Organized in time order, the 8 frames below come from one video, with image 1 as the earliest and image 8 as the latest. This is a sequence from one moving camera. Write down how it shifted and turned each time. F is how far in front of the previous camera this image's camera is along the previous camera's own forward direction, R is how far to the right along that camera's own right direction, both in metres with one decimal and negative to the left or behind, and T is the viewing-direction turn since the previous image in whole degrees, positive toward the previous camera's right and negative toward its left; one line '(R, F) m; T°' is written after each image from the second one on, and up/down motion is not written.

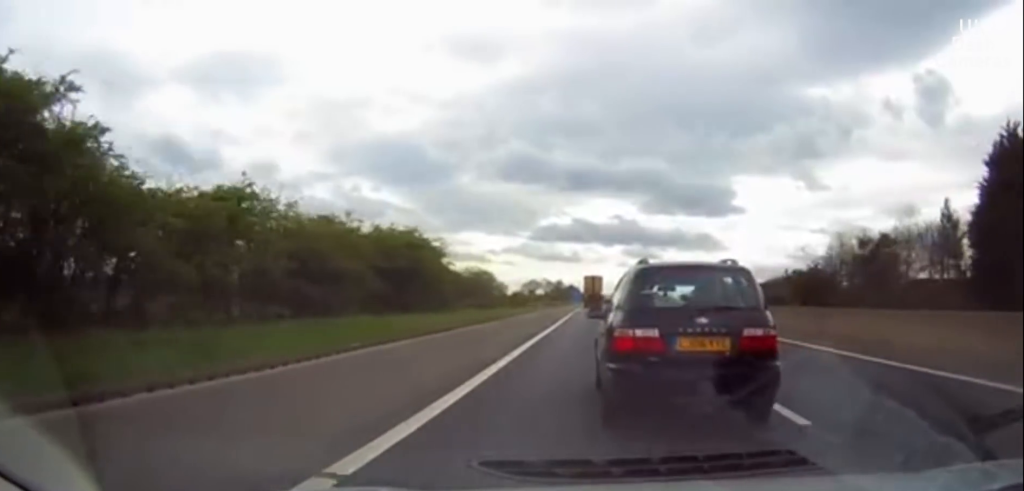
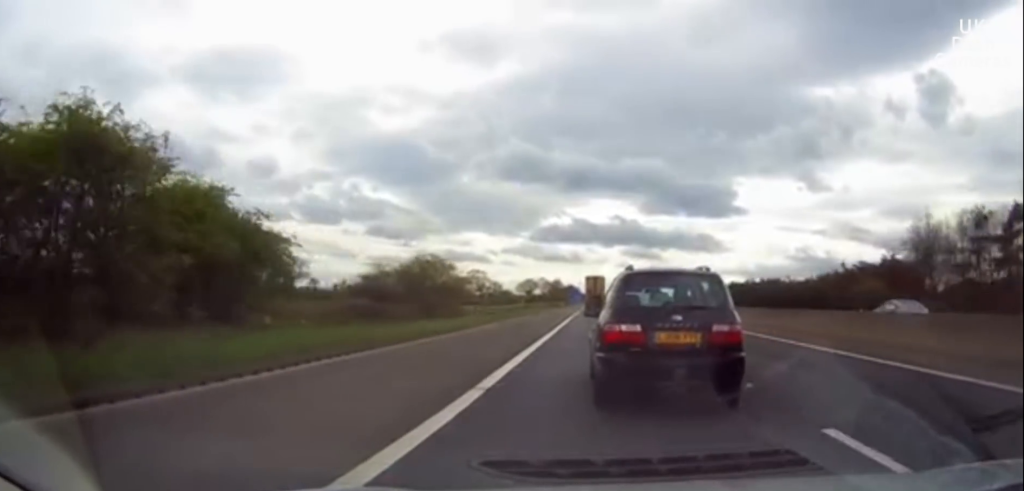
(0.0, +30.1) m; 0°
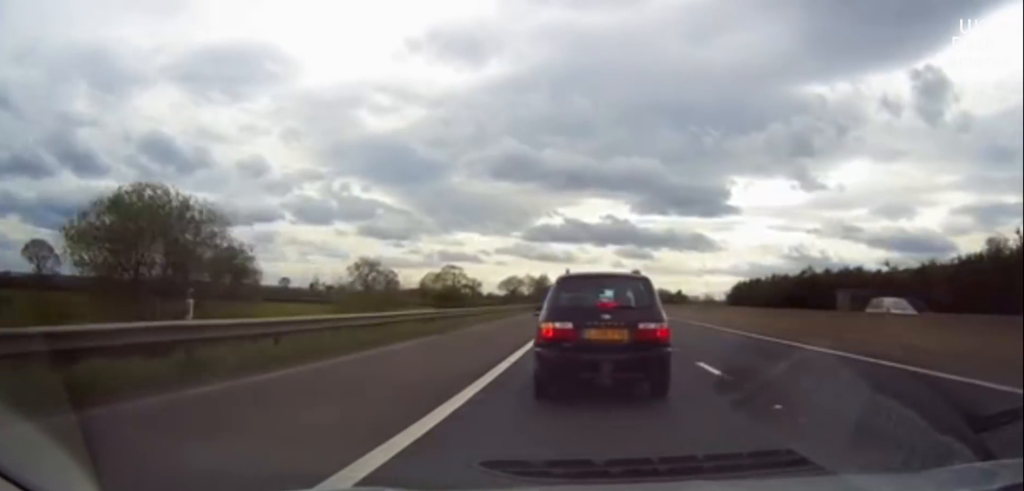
(+0.4, +46.9) m; +1°
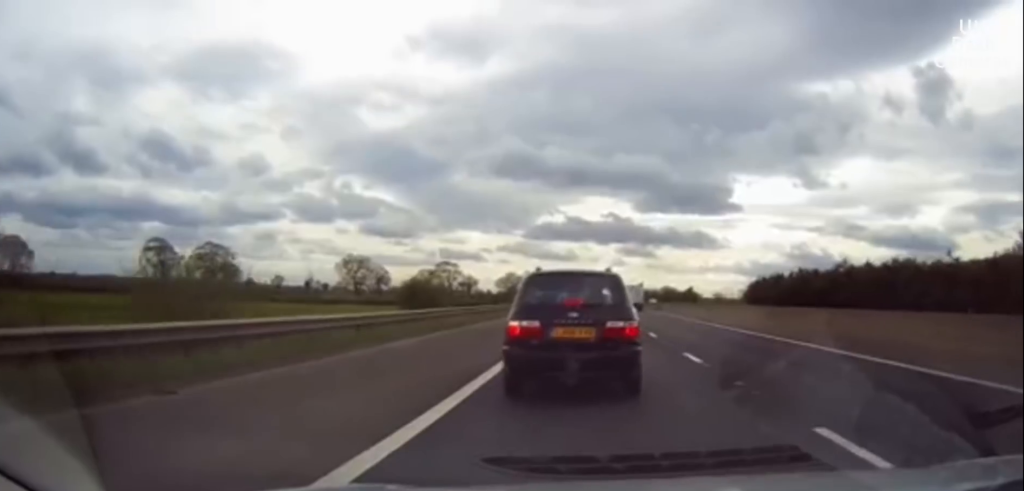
(0.0, +15.7) m; +1°
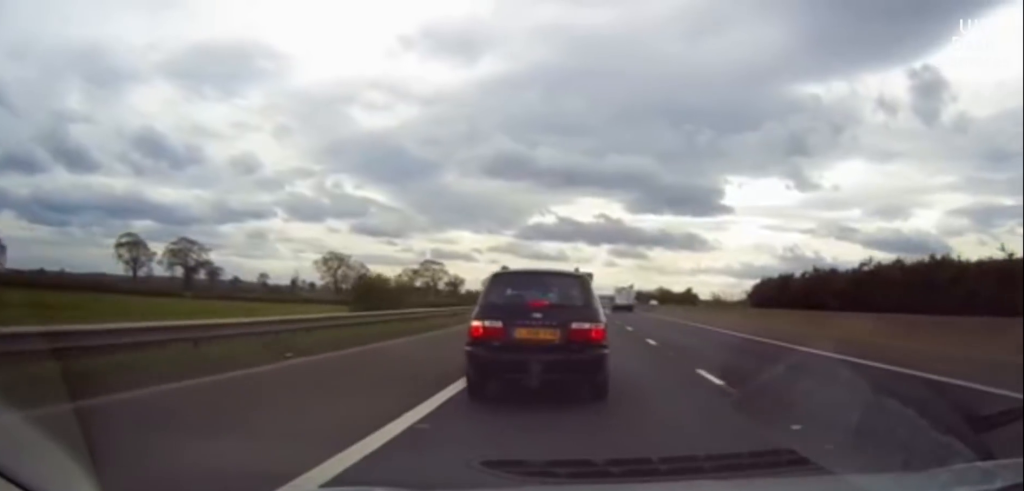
(+0.1, +12.0) m; 0°
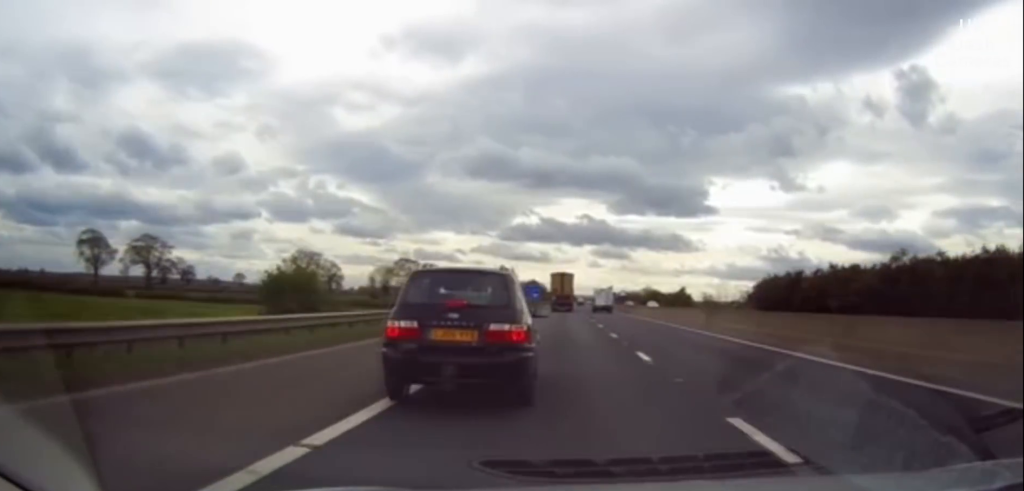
(+0.1, +13.9) m; 0°
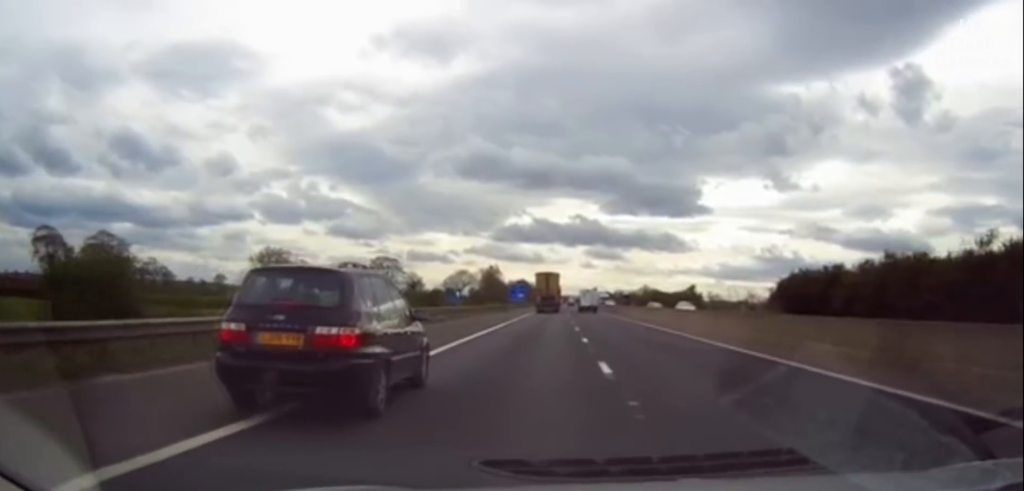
(0.0, +20.3) m; 0°
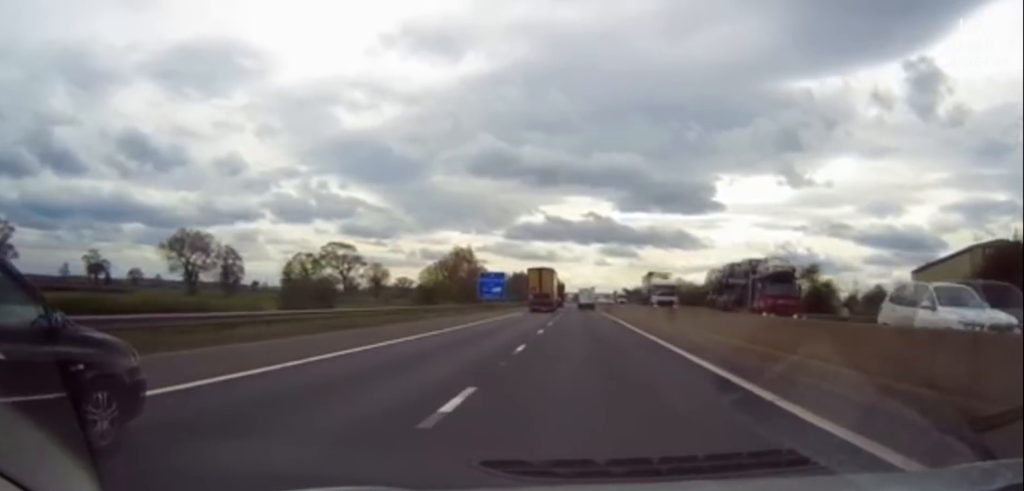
(-0.4, +57.9) m; -2°
